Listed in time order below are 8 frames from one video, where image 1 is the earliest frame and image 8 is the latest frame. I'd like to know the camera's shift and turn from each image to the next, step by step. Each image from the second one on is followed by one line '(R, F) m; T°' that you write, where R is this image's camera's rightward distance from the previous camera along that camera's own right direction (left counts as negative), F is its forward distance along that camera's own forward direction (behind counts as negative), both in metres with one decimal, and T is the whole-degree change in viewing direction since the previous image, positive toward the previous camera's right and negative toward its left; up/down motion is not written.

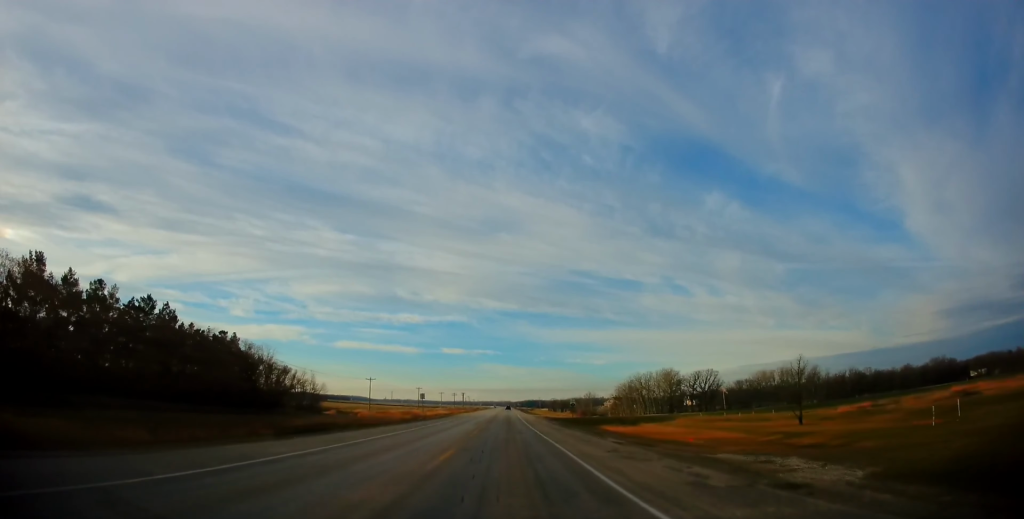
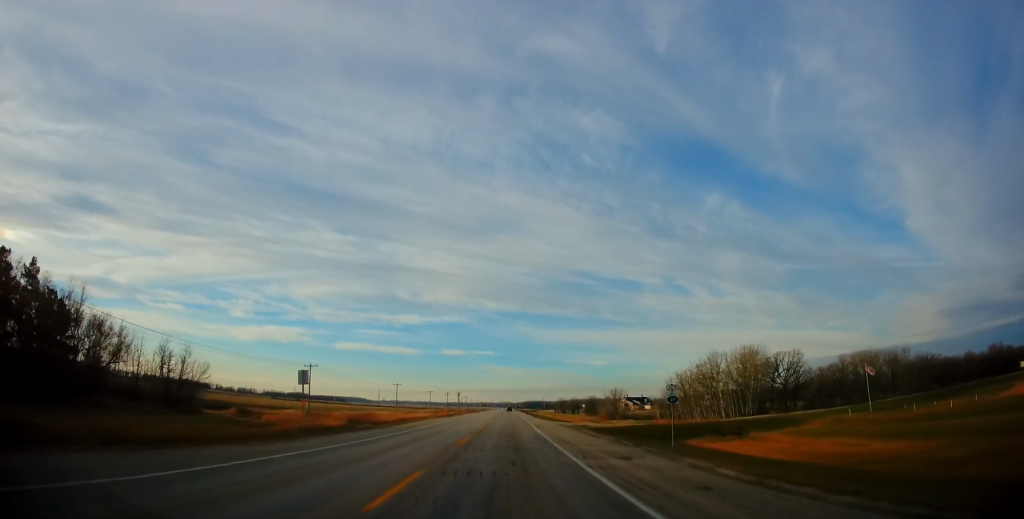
(+0.2, +43.3) m; +1°
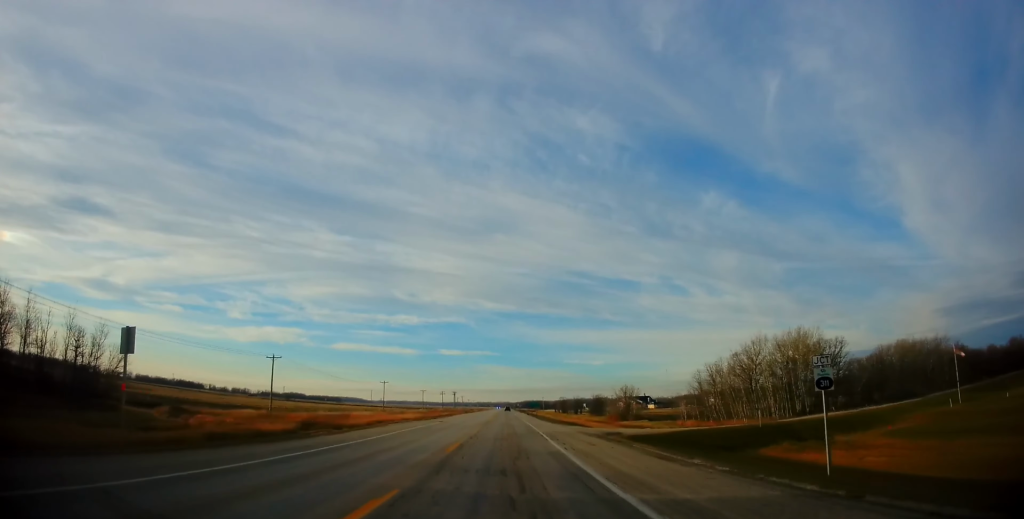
(0.0, +14.7) m; 0°
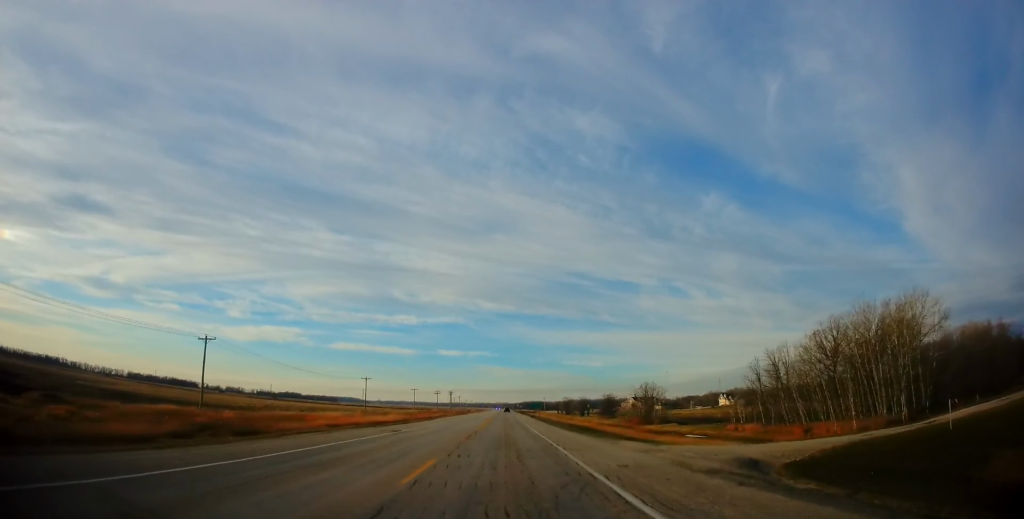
(0.0, +18.9) m; -1°
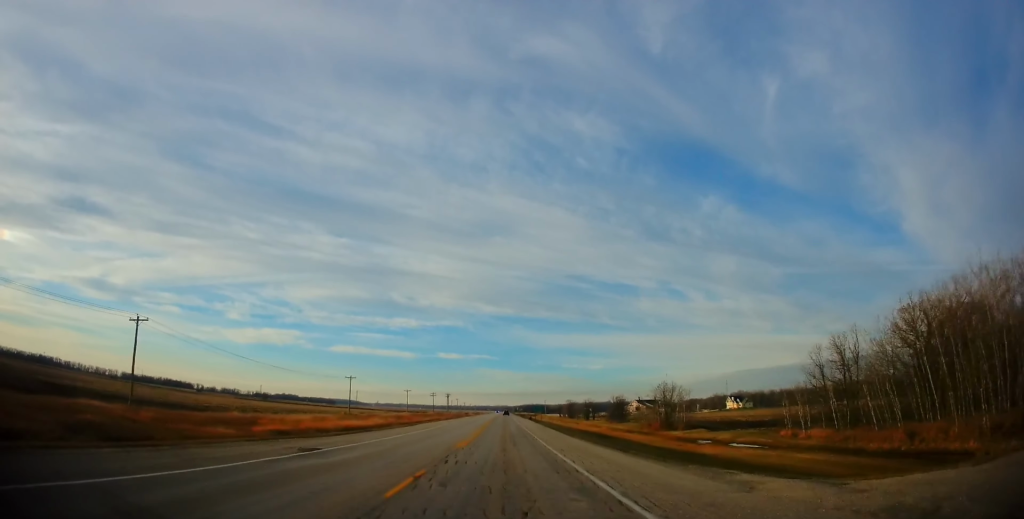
(-0.2, +12.8) m; 0°
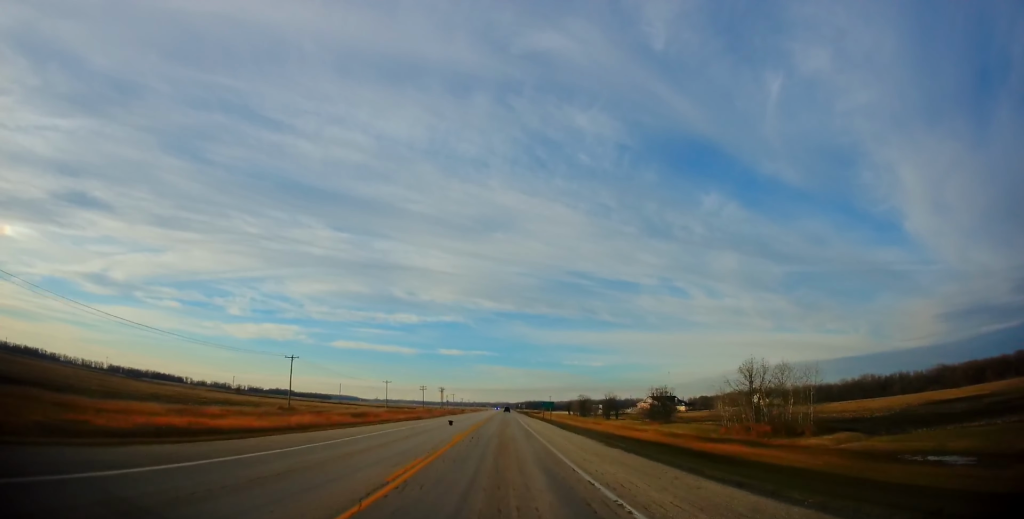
(+0.1, +33.7) m; +1°
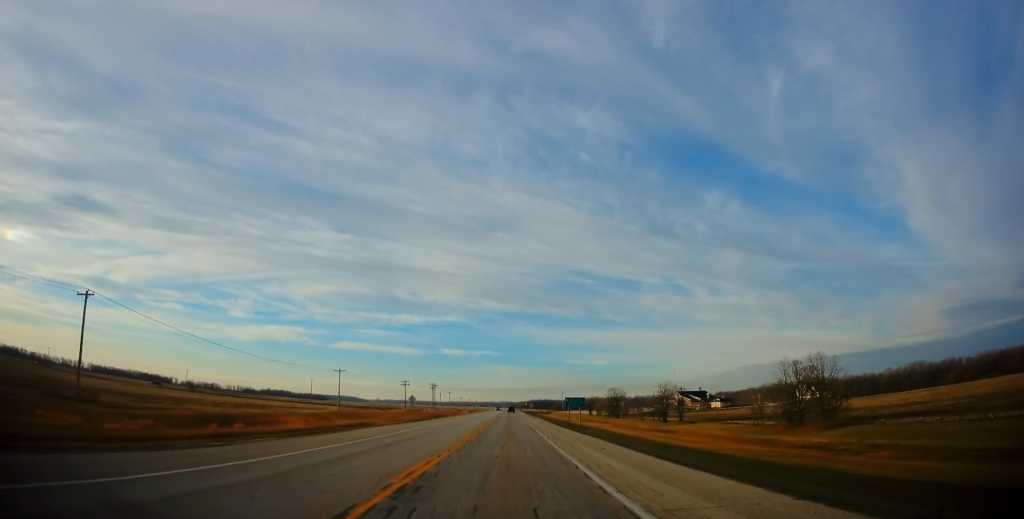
(0.0, +44.1) m; -2°
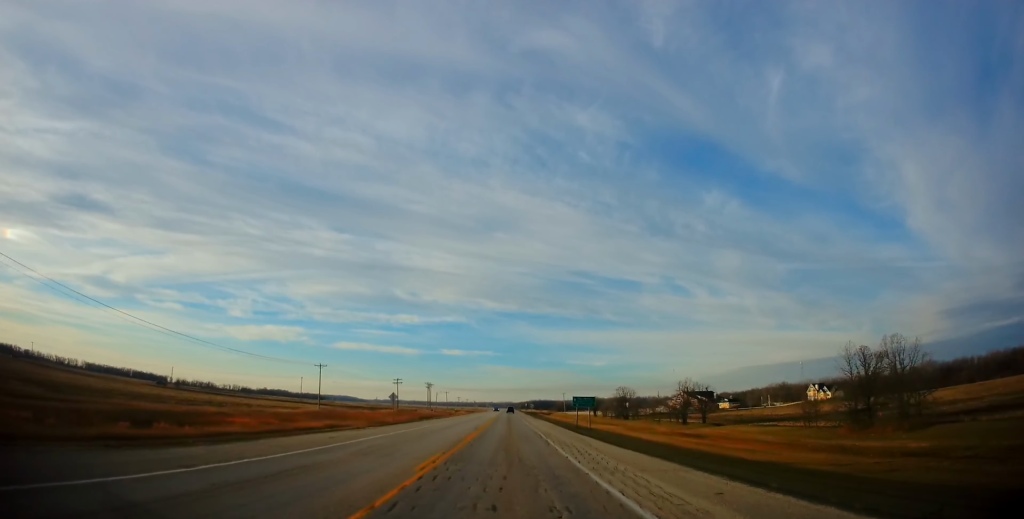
(-0.2, +9.8) m; -1°
